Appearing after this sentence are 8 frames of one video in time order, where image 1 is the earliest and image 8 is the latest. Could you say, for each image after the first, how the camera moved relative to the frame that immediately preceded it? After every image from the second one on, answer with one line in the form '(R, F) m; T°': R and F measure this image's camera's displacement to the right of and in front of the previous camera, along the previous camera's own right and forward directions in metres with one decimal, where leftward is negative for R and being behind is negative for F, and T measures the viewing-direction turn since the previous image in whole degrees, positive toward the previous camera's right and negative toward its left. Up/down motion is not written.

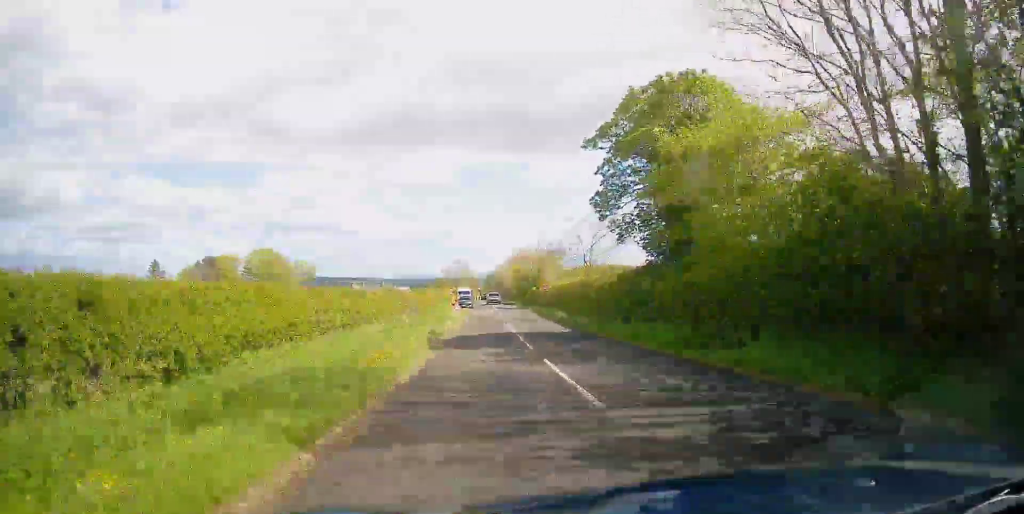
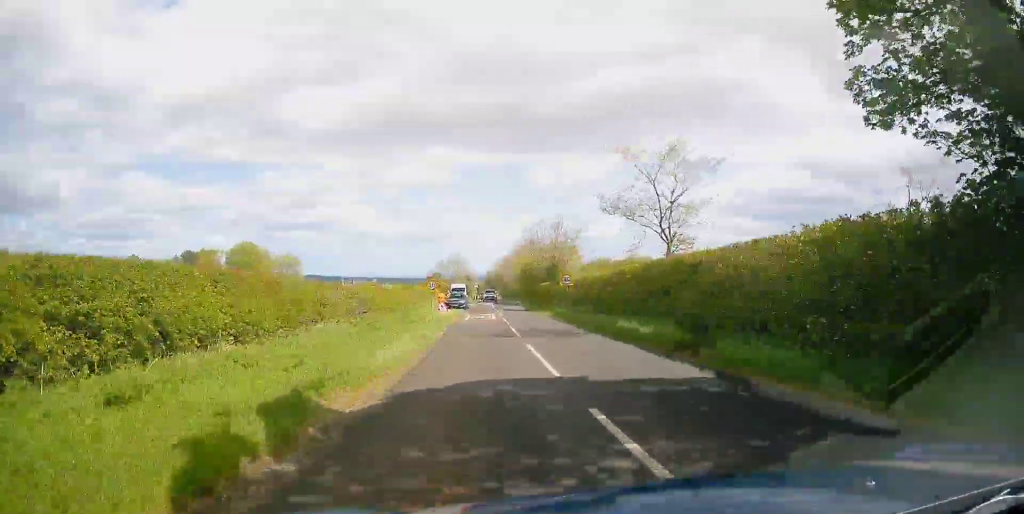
(+0.6, +16.0) m; +1°
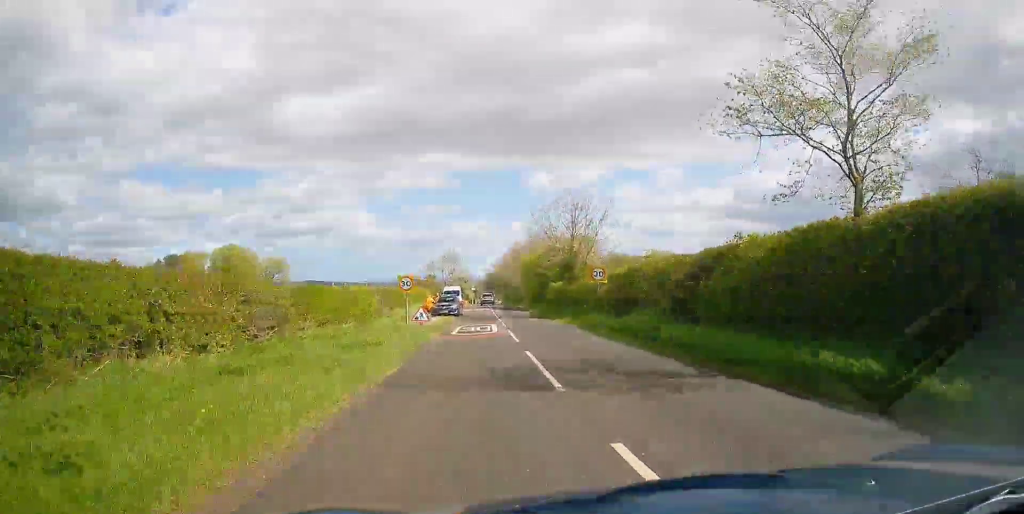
(-0.3, +11.5) m; -1°
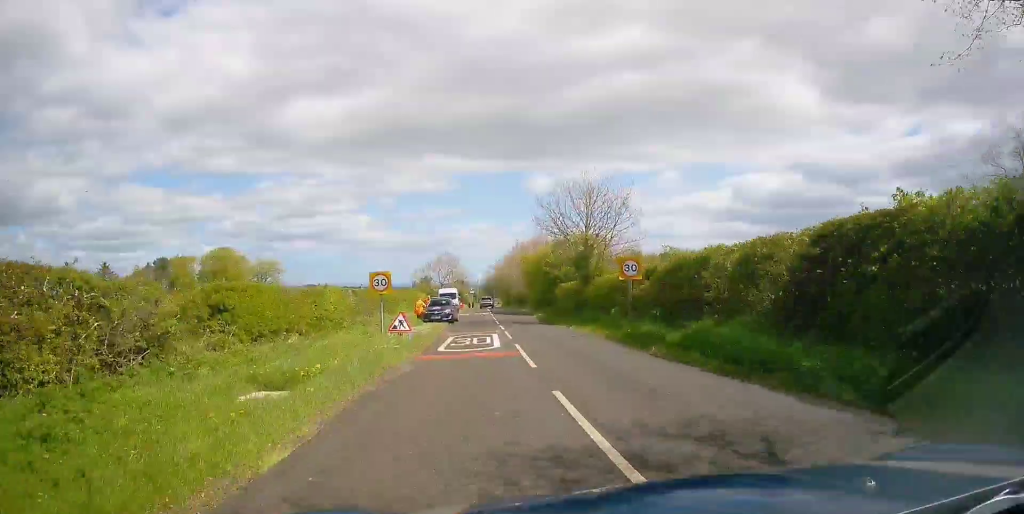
(-0.2, +6.4) m; -1°
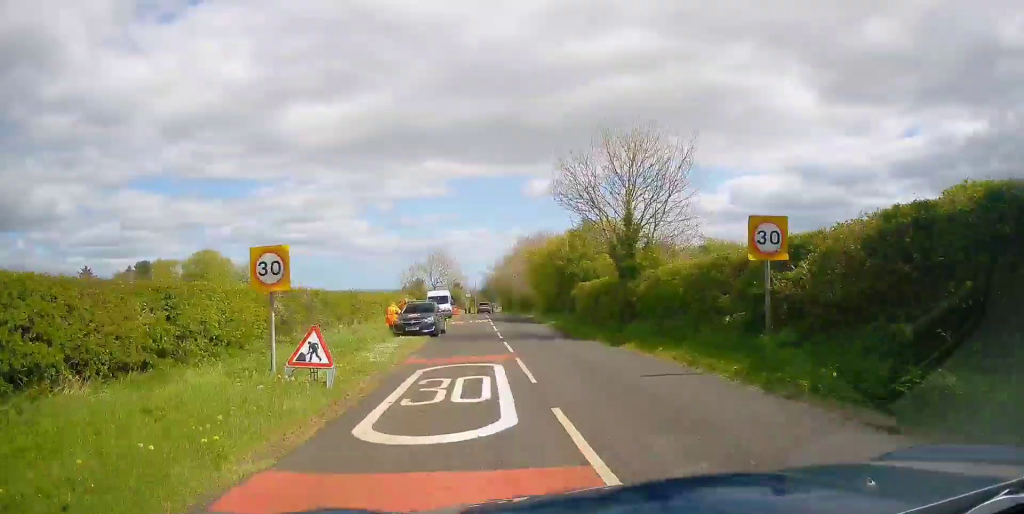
(+0.3, +11.2) m; +2°
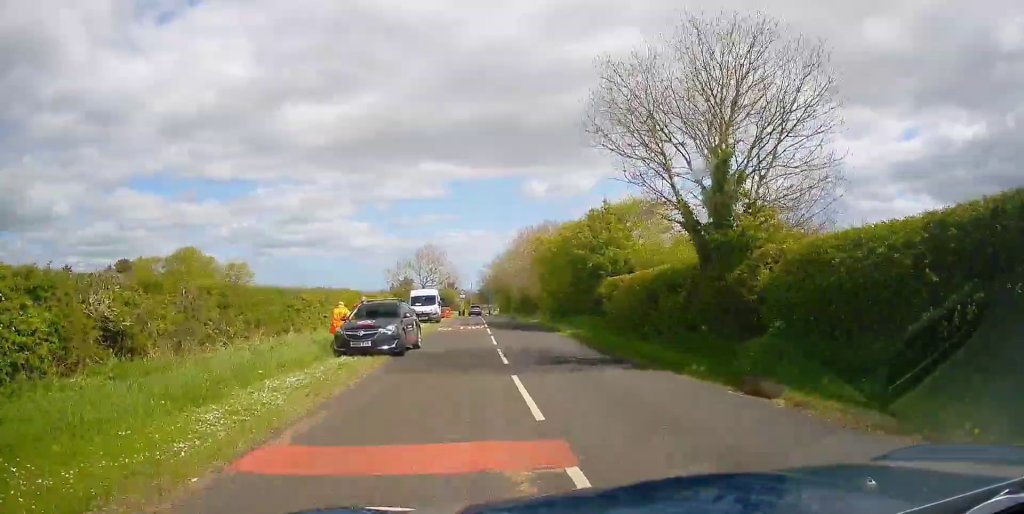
(+0.1, +9.3) m; -1°
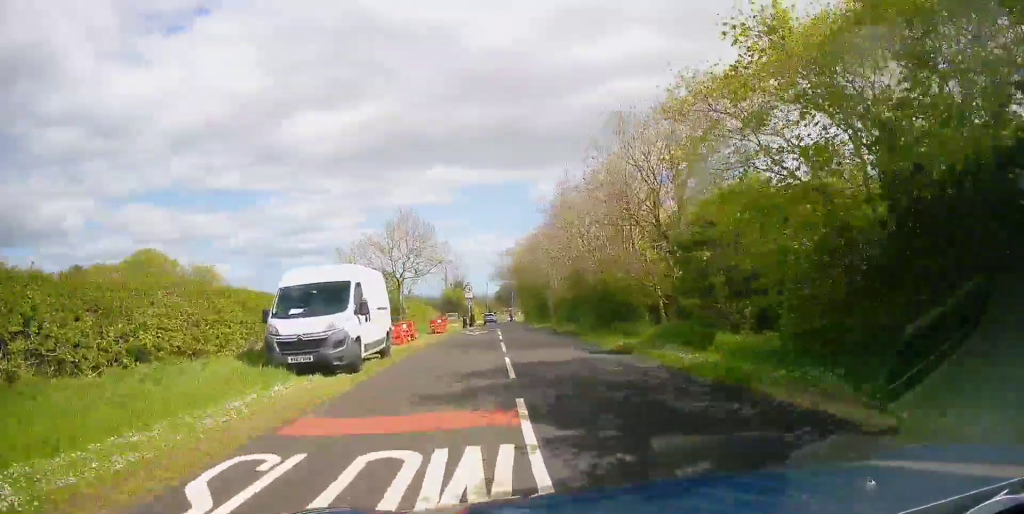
(-0.3, +28.3) m; 0°
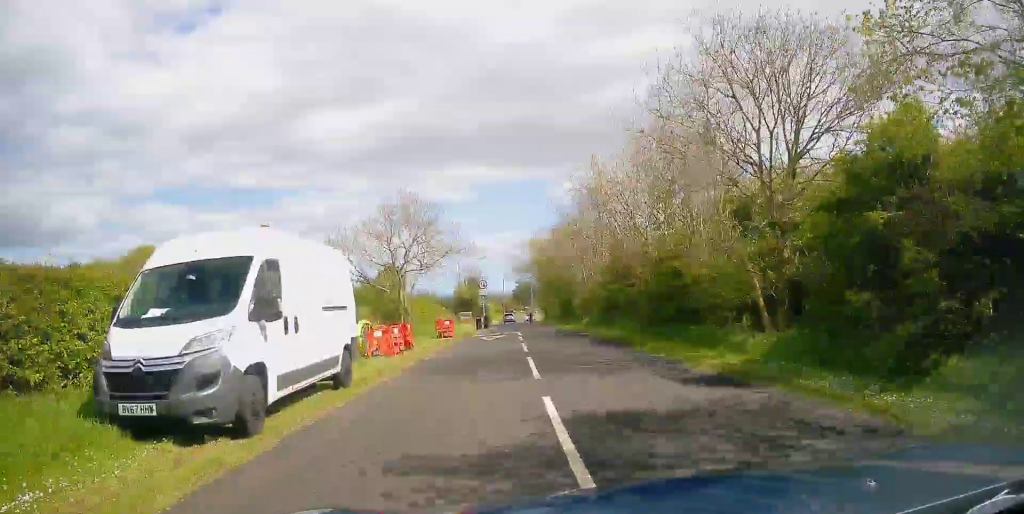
(+0.1, +6.5) m; -1°
